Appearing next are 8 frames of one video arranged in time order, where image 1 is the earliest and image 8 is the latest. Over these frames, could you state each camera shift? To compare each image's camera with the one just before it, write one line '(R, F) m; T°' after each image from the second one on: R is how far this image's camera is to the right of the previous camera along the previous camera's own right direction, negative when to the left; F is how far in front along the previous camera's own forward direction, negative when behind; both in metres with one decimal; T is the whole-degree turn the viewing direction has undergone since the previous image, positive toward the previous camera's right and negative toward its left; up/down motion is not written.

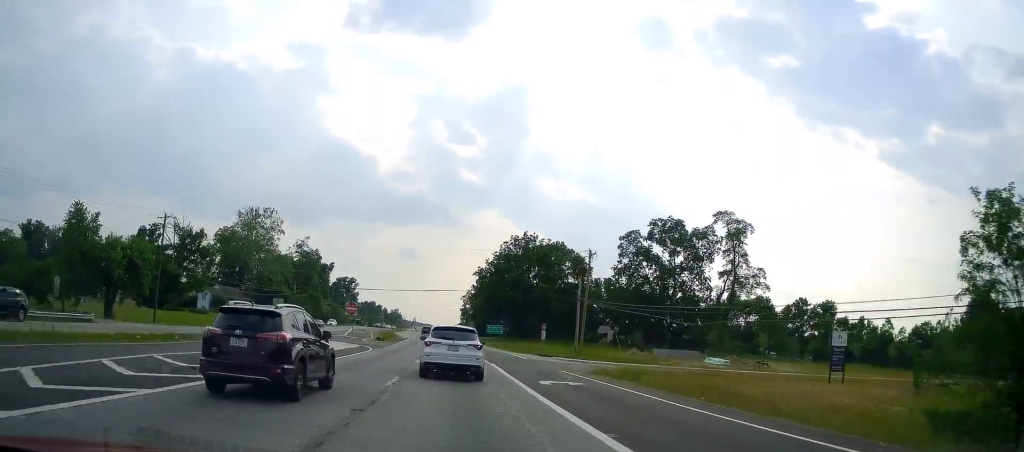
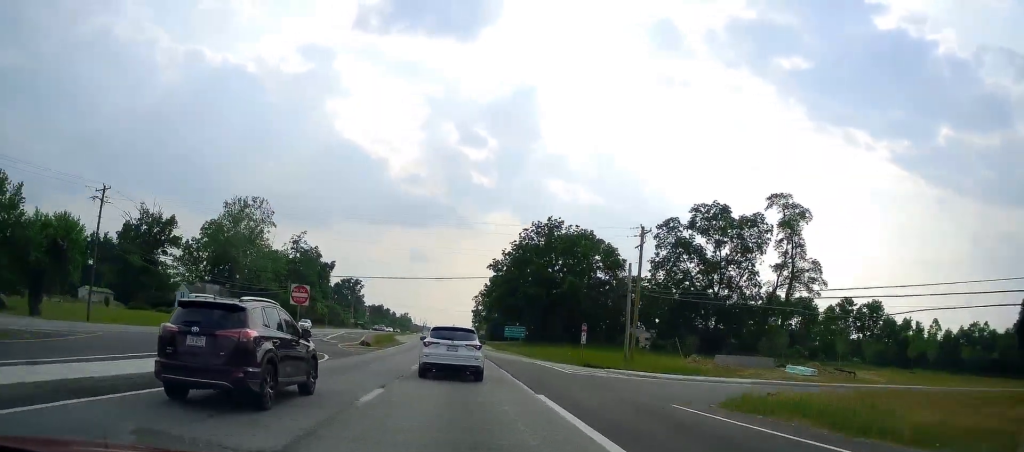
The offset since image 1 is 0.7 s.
(-0.1, +16.7) m; -1°
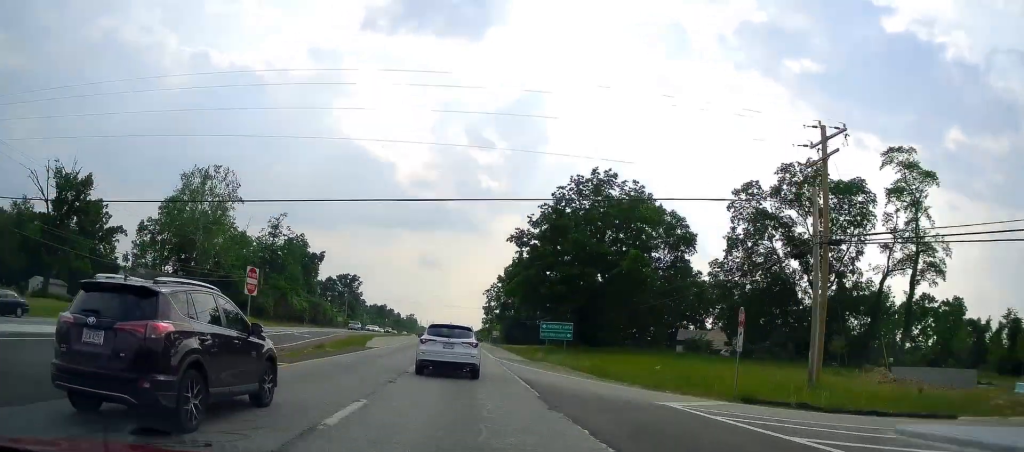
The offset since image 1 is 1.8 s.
(-0.4, +27.7) m; -2°
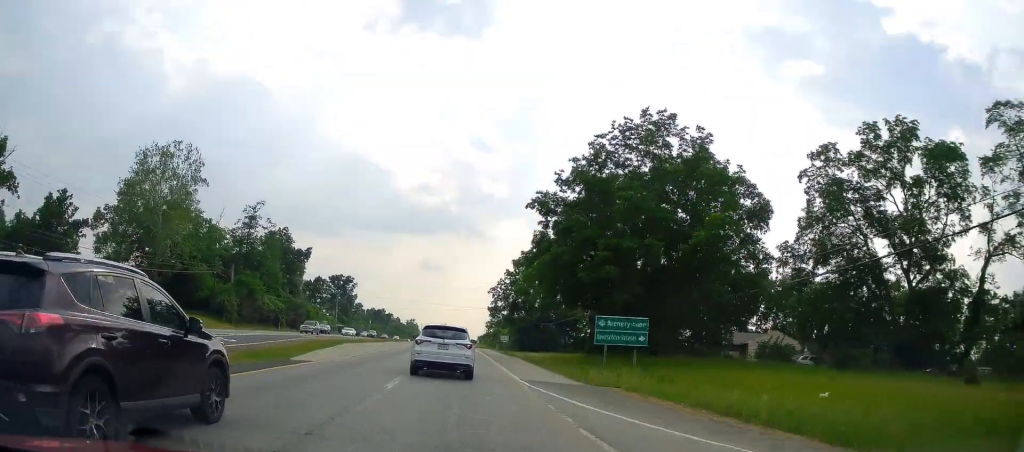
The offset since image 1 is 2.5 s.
(-0.3, +18.5) m; -1°
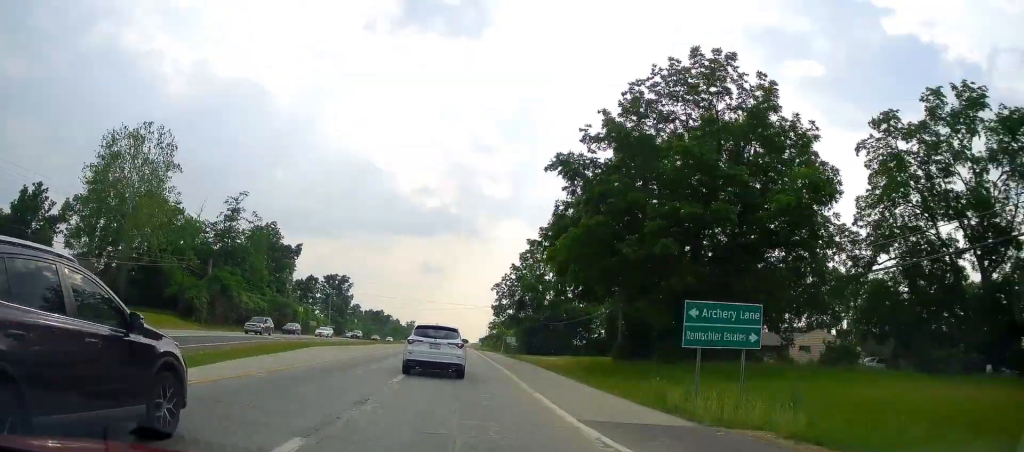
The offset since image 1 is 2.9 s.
(-0.1, +10.8) m; 0°
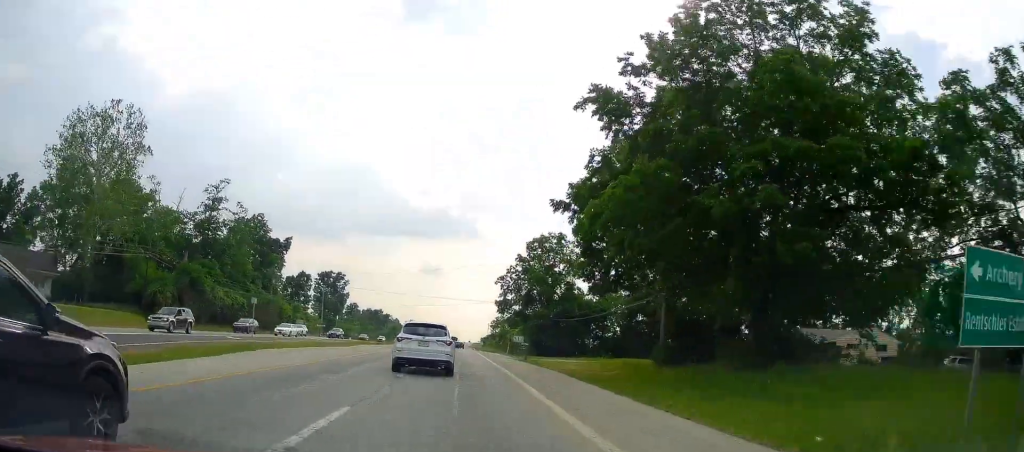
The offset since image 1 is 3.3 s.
(-0.1, +10.0) m; 0°
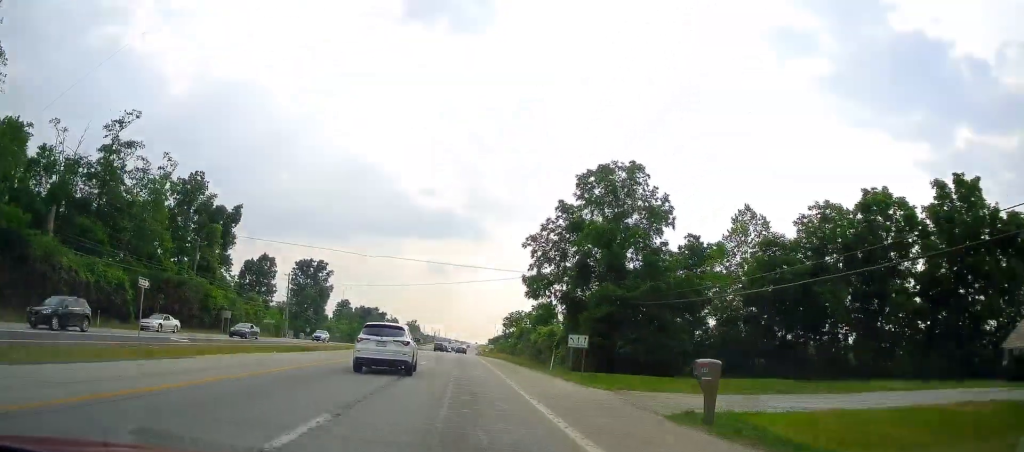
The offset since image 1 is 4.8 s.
(+0.4, +36.1) m; +1°
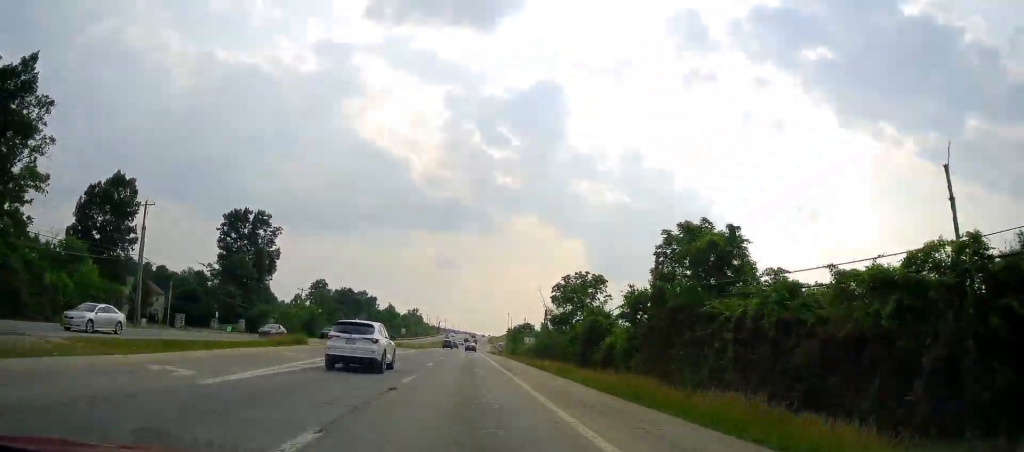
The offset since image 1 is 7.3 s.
(-1.0, +63.5) m; -1°
